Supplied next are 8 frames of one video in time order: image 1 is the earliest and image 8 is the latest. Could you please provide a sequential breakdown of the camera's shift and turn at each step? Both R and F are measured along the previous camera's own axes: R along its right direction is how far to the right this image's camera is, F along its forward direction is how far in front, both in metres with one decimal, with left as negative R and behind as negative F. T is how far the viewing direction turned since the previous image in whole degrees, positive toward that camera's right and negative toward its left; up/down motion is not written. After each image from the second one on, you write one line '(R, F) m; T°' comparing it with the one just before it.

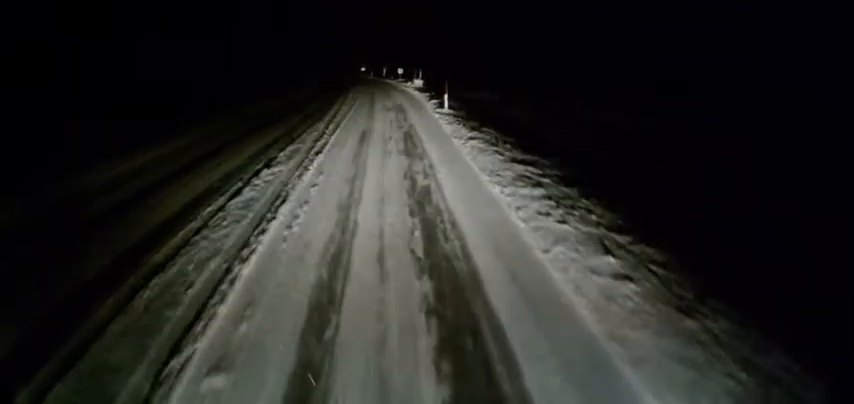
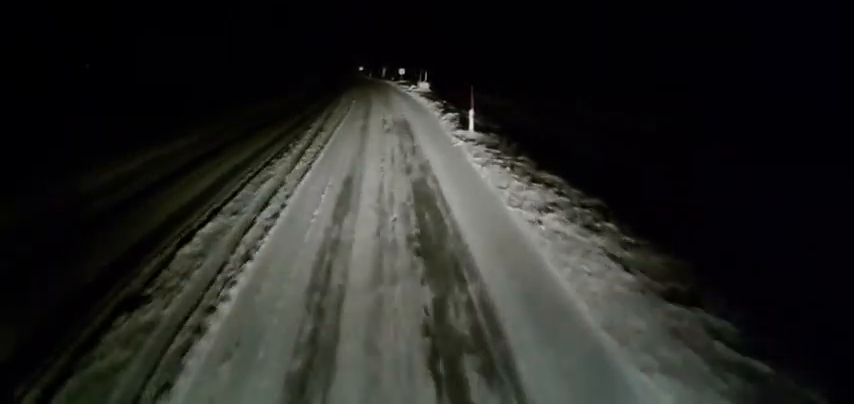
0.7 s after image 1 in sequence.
(-0.1, +6.8) m; -1°
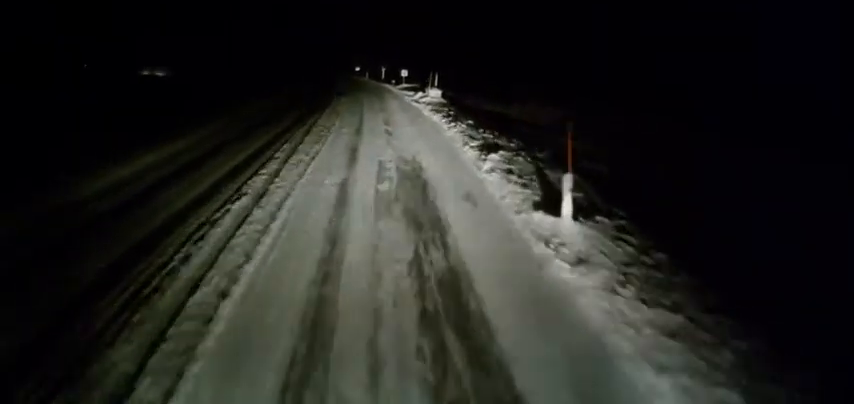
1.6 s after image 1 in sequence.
(-0.2, +8.6) m; +1°
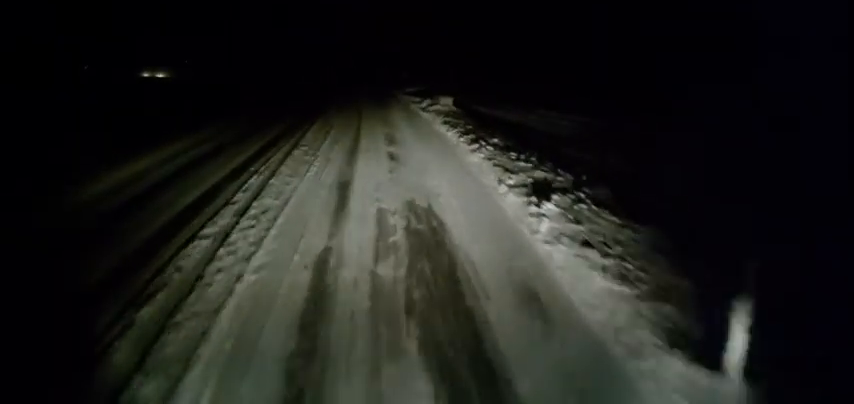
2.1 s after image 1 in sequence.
(0.0, +4.1) m; +2°
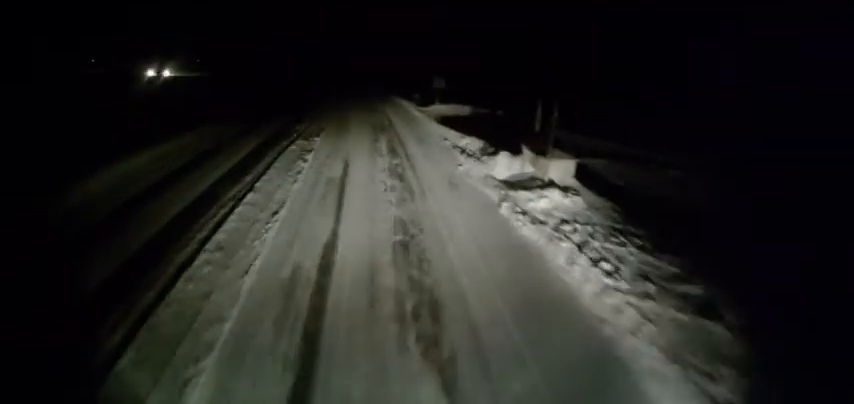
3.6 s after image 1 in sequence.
(+0.1, +14.8) m; -3°
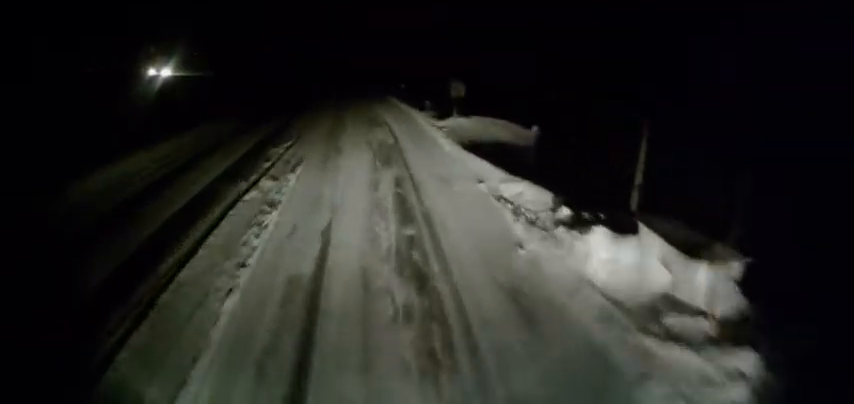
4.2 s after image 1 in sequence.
(-0.5, +5.4) m; -2°
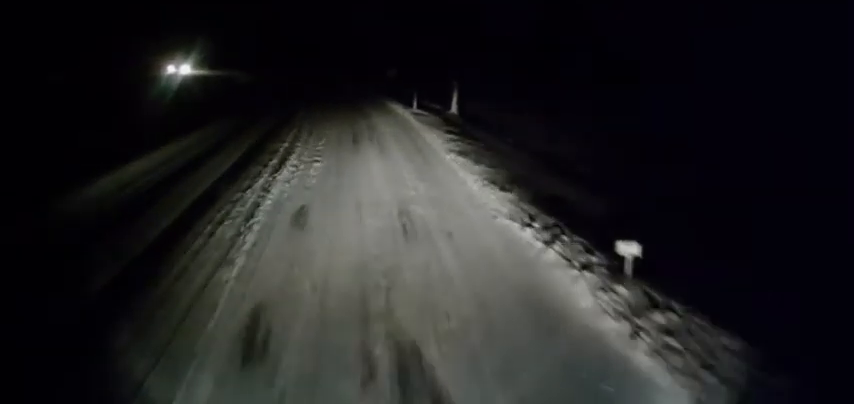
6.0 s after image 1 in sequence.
(+0.3, +17.2) m; -1°
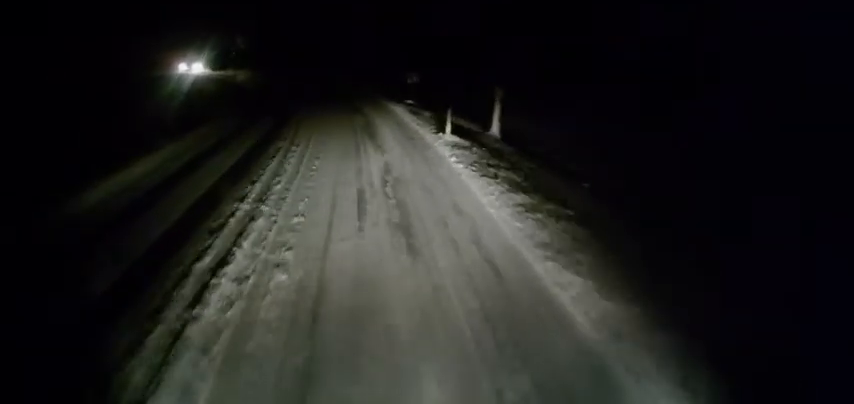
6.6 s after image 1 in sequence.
(-0.1, +6.0) m; -1°
